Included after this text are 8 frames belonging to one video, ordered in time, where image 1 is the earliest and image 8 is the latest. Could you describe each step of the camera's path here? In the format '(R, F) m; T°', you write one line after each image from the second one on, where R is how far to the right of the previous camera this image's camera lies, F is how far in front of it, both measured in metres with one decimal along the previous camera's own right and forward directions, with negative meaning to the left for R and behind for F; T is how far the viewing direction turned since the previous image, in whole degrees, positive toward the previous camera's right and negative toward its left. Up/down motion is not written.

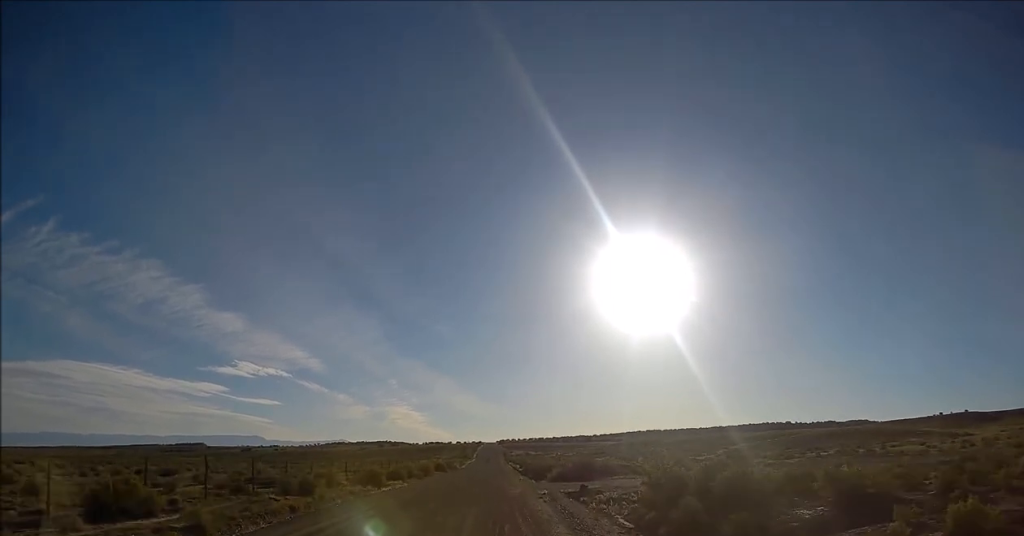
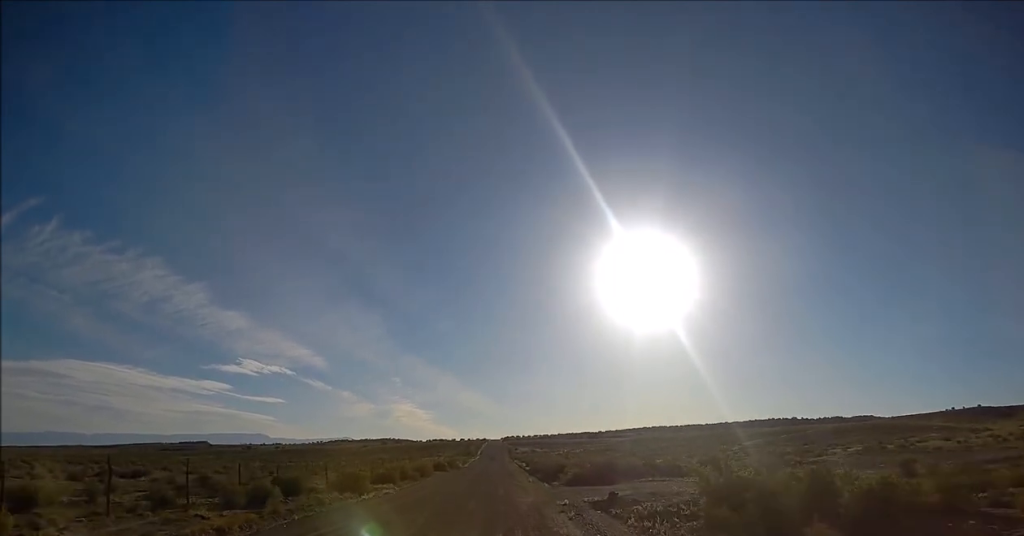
(+0.1, +7.6) m; +1°
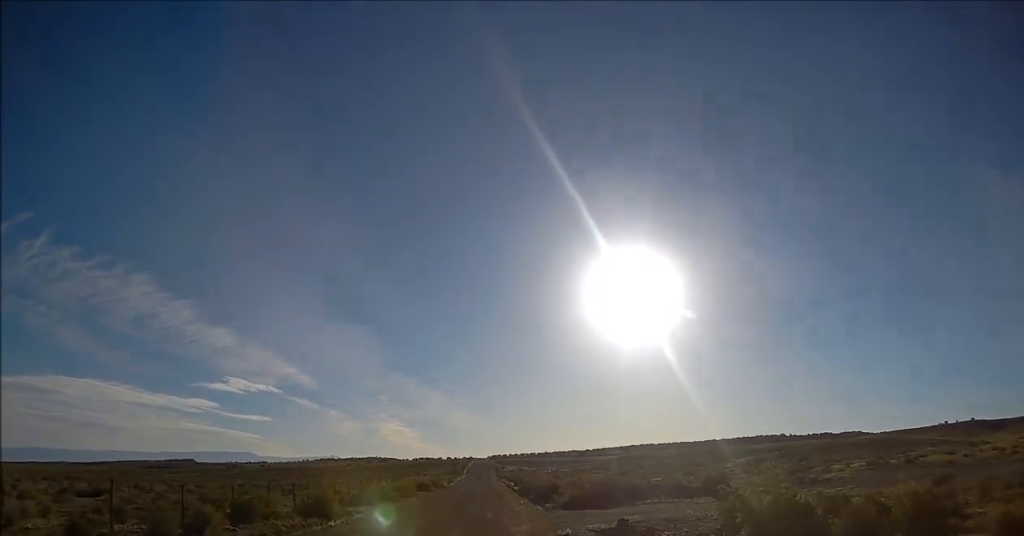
(+0.1, +4.5) m; -1°
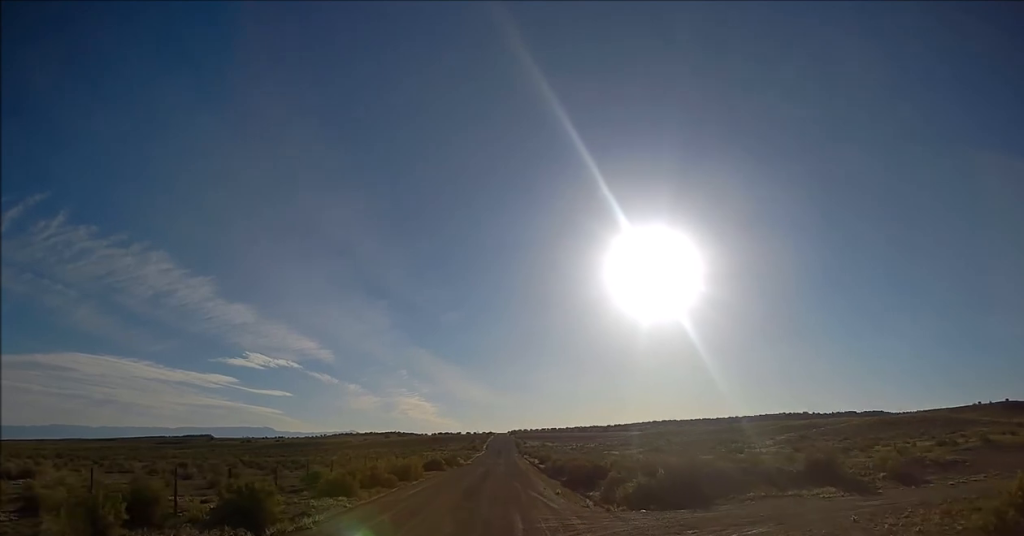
(-0.3, +12.6) m; -3°
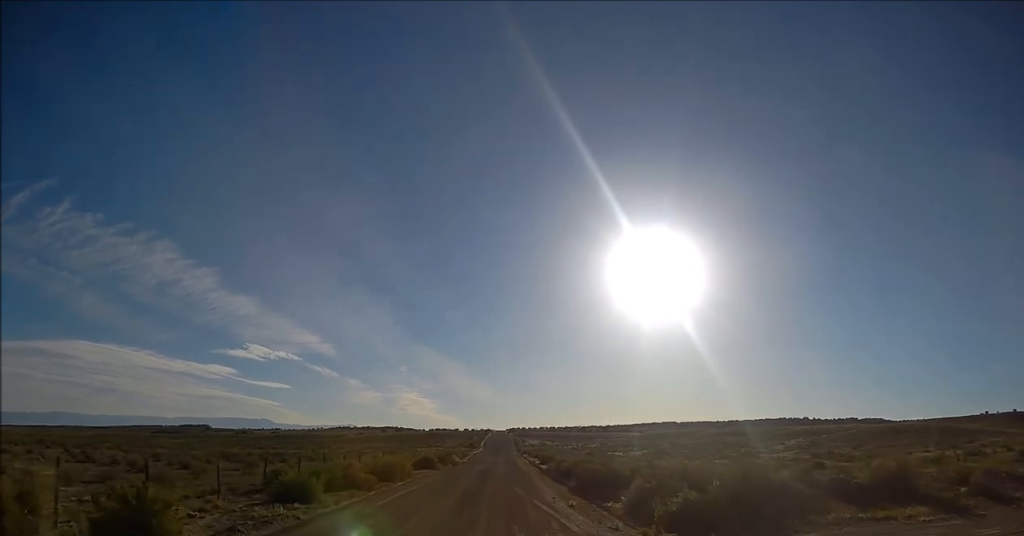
(-0.1, +7.1) m; +1°
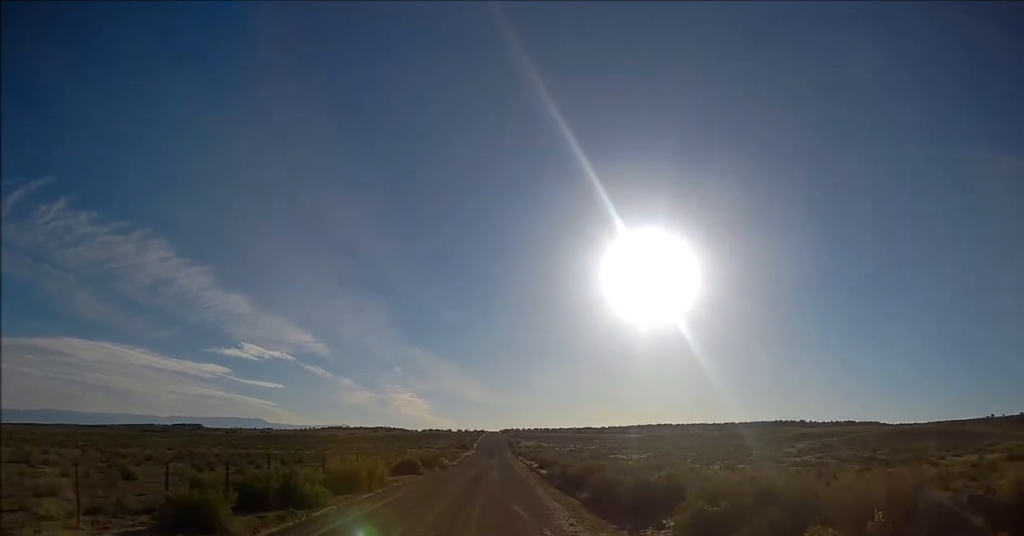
(+0.2, +9.2) m; +1°
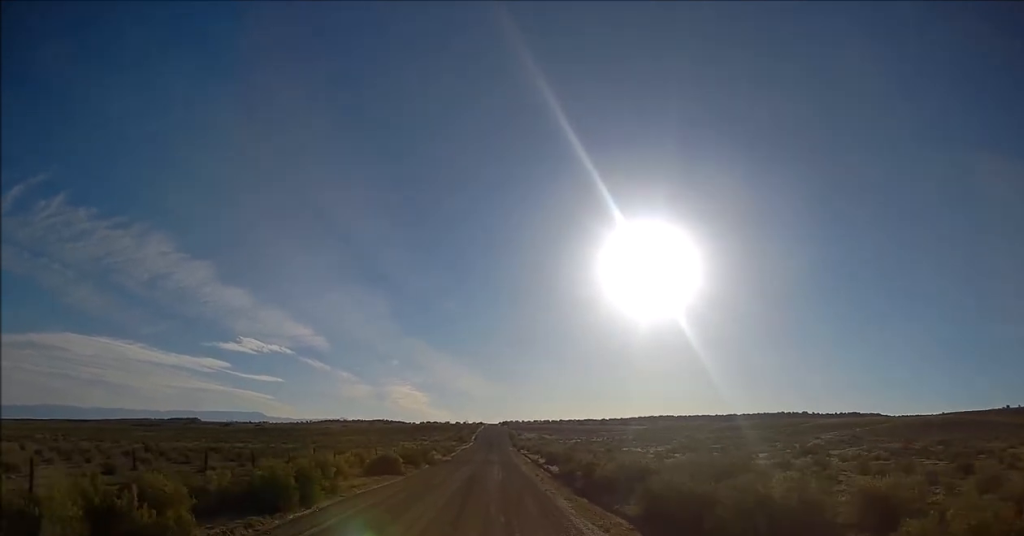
(+0.1, +12.2) m; -1°
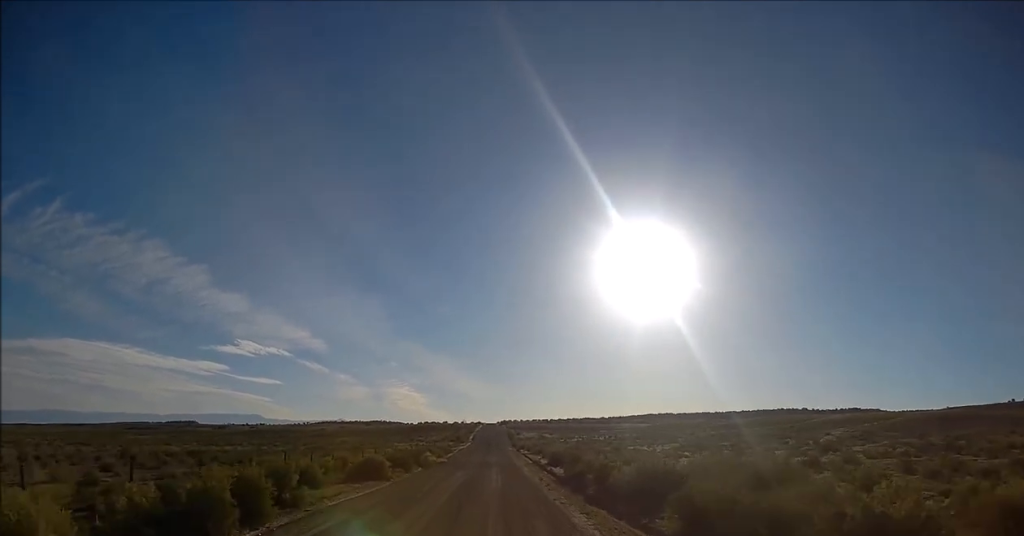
(0.0, +5.2) m; -1°
